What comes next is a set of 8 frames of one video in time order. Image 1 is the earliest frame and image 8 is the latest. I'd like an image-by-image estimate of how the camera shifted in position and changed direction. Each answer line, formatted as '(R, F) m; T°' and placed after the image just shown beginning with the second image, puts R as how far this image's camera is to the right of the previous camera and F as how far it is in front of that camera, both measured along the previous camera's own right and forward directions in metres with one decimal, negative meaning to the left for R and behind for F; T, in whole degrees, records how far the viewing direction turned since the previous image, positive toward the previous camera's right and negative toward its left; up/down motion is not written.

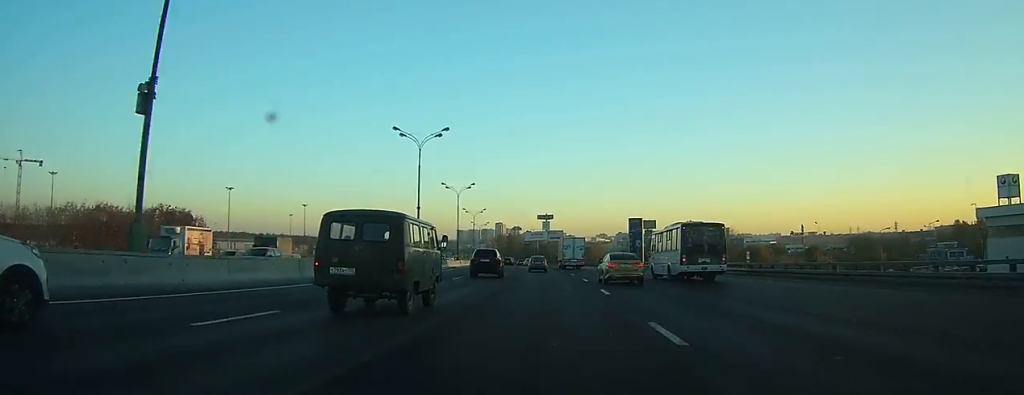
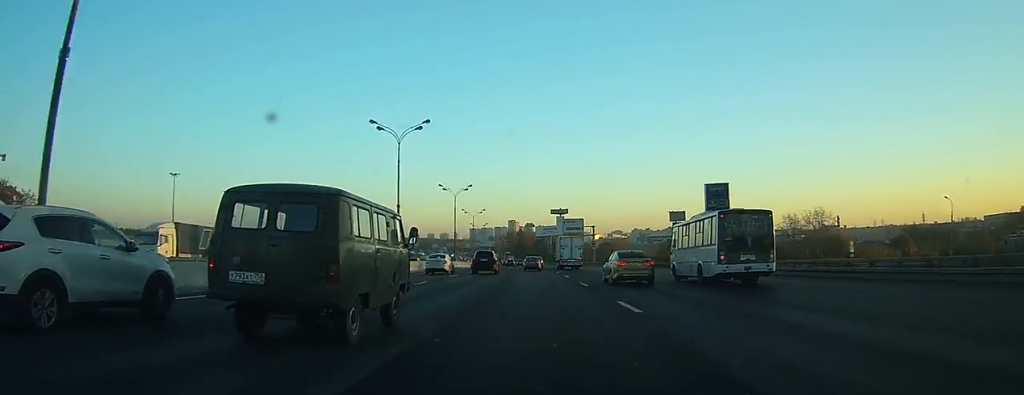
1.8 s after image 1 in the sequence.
(0.0, +42.4) m; -1°
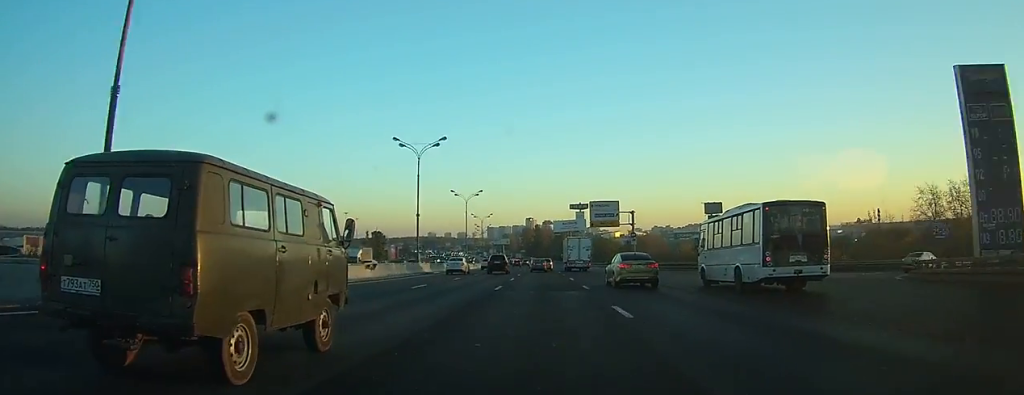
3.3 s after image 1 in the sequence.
(-0.4, +34.2) m; -1°
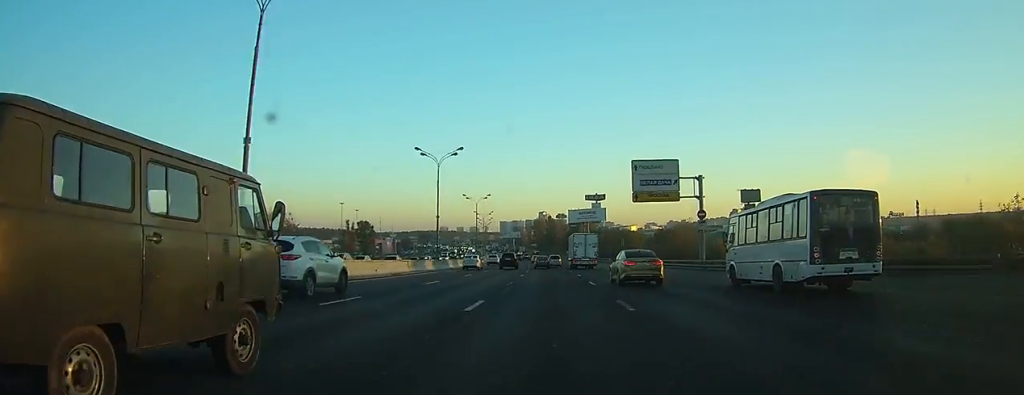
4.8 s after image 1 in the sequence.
(-0.4, +33.4) m; -1°
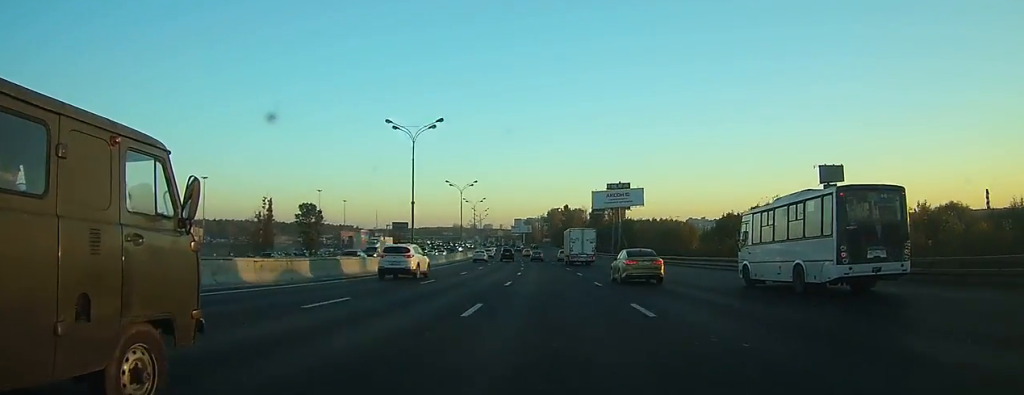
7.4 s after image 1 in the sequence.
(-0.8, +58.8) m; -2°
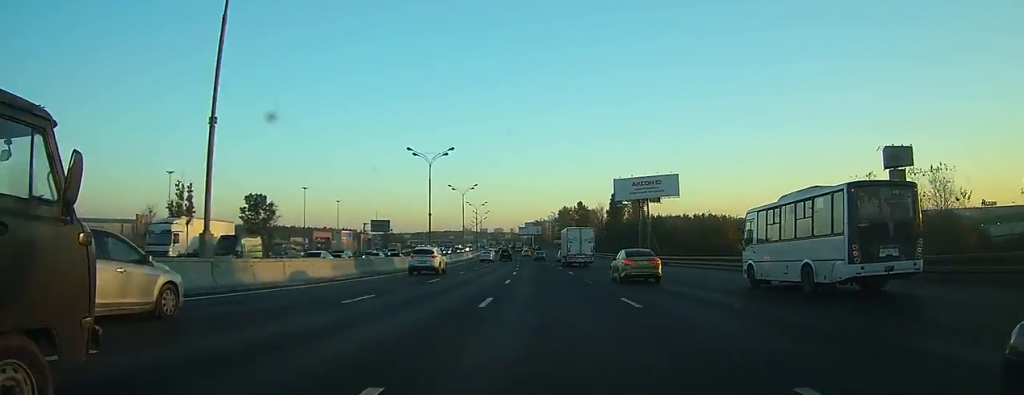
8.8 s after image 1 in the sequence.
(-0.4, +33.0) m; -1°
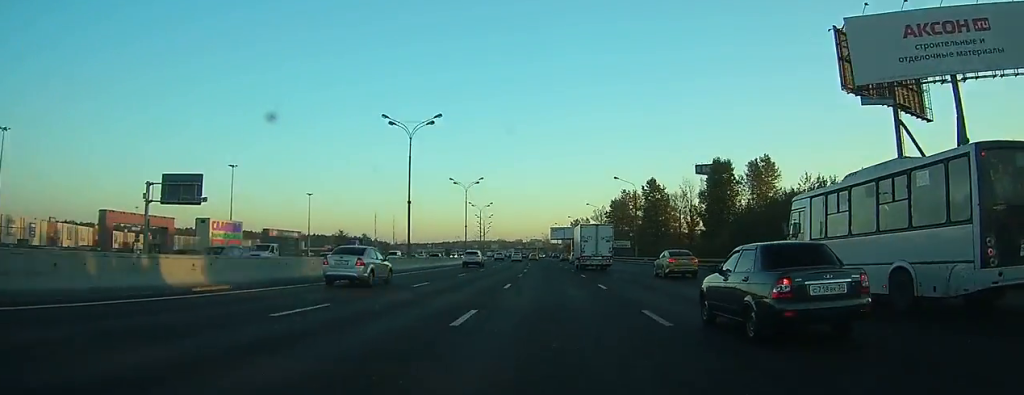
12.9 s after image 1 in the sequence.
(-3.5, +100.9) m; -4°
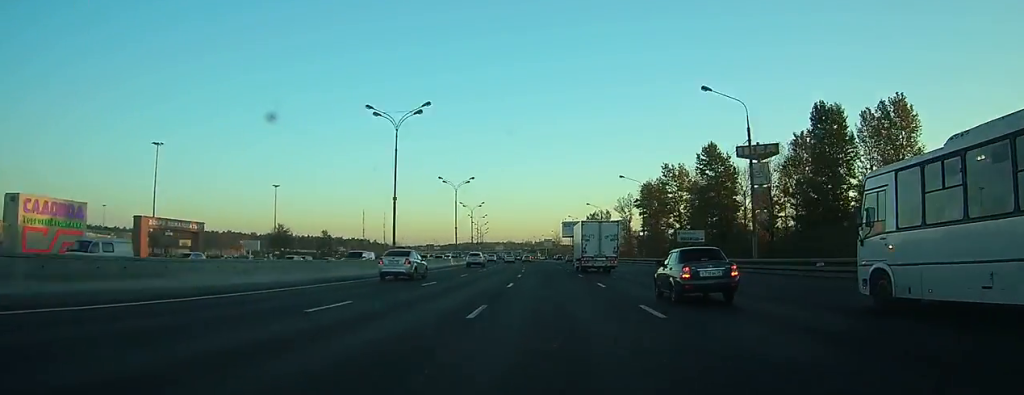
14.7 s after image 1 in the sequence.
(-0.5, +46.4) m; -1°
